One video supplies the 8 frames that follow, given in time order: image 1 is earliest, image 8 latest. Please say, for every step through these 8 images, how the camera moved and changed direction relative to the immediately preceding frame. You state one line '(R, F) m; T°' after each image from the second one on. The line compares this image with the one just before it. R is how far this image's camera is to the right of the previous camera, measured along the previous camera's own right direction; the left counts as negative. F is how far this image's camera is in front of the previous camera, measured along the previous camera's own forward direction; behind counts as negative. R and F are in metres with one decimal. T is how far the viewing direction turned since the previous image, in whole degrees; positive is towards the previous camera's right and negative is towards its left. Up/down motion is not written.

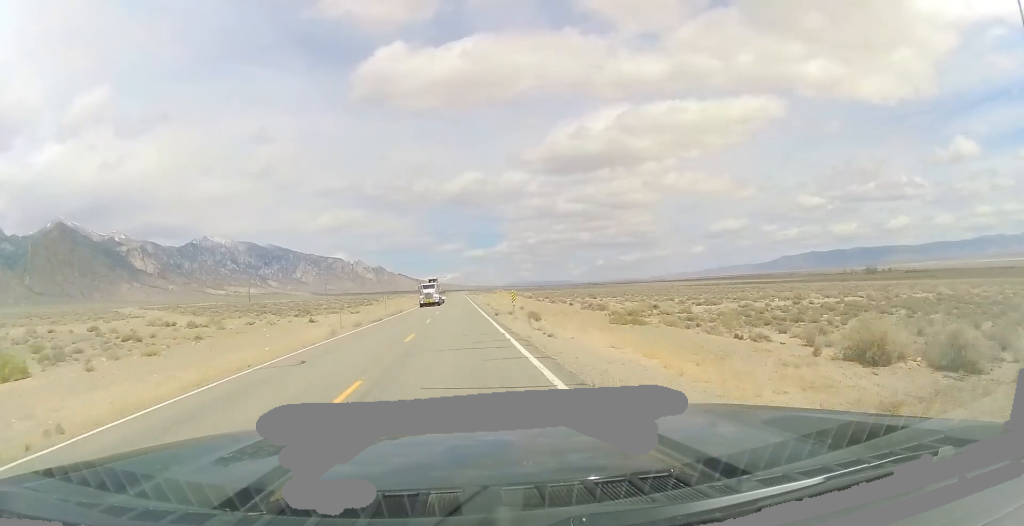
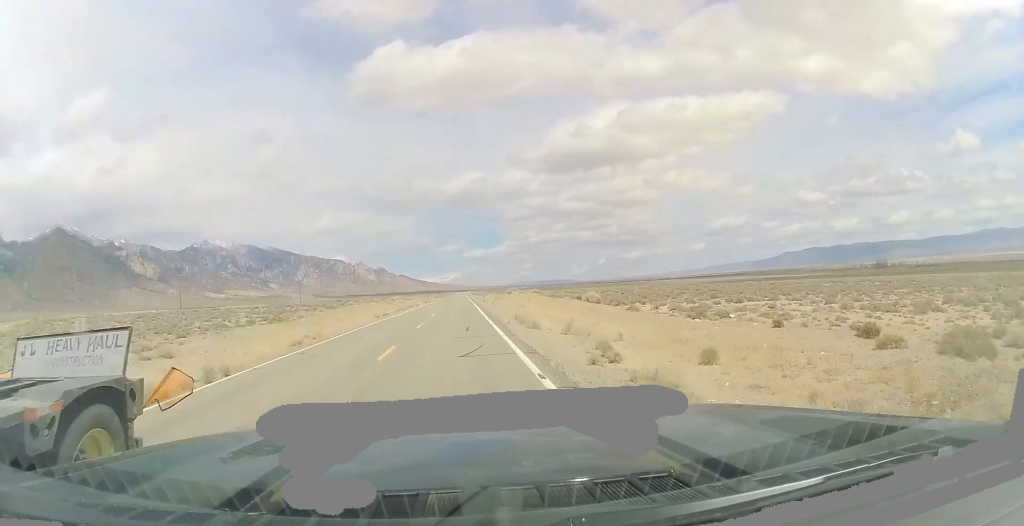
(-0.6, +41.2) m; -1°
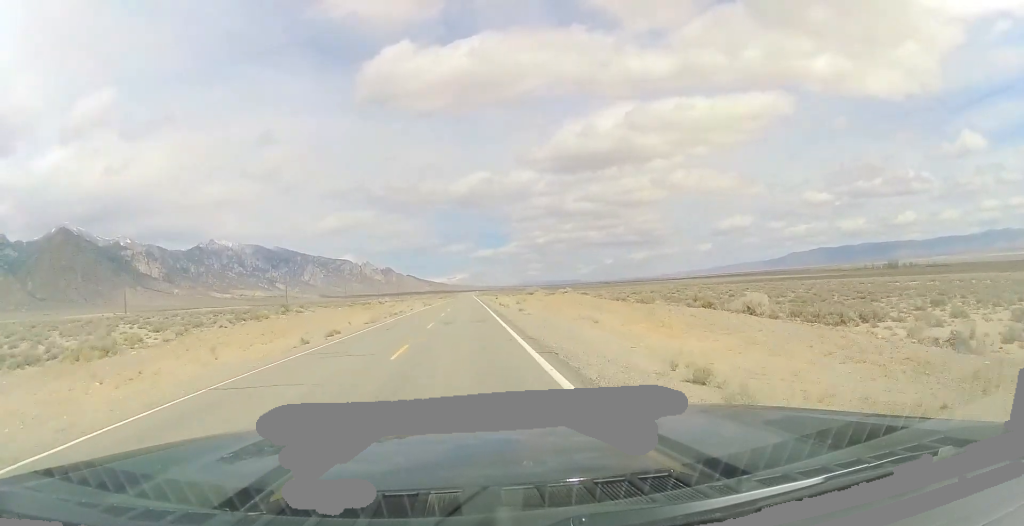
(0.0, +23.9) m; 0°
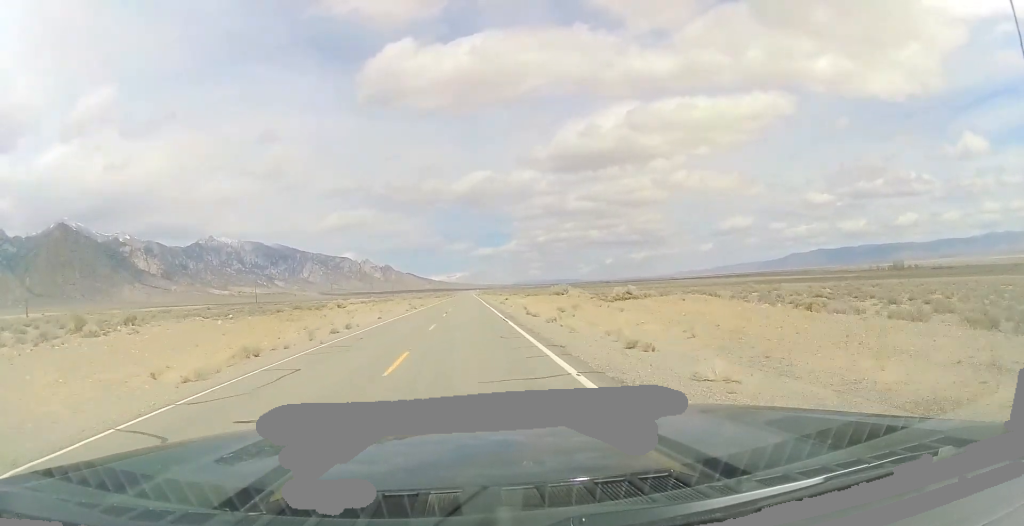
(-0.1, +27.0) m; 0°
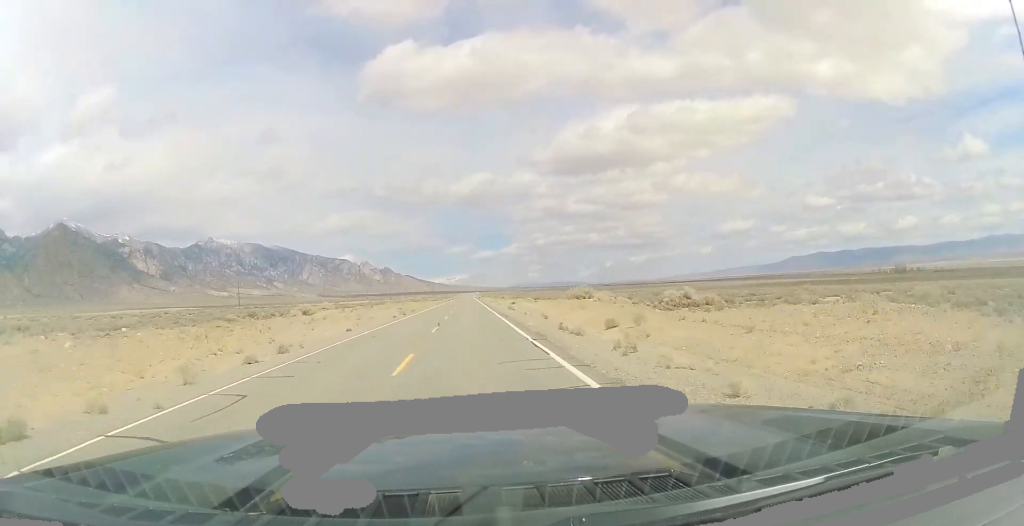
(0.0, +12.0) m; 0°
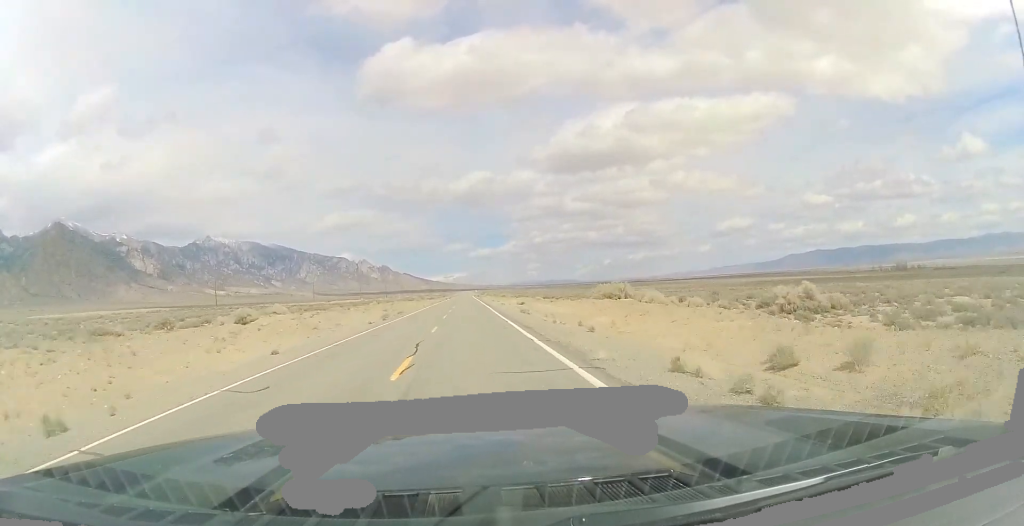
(0.0, +13.0) m; 0°
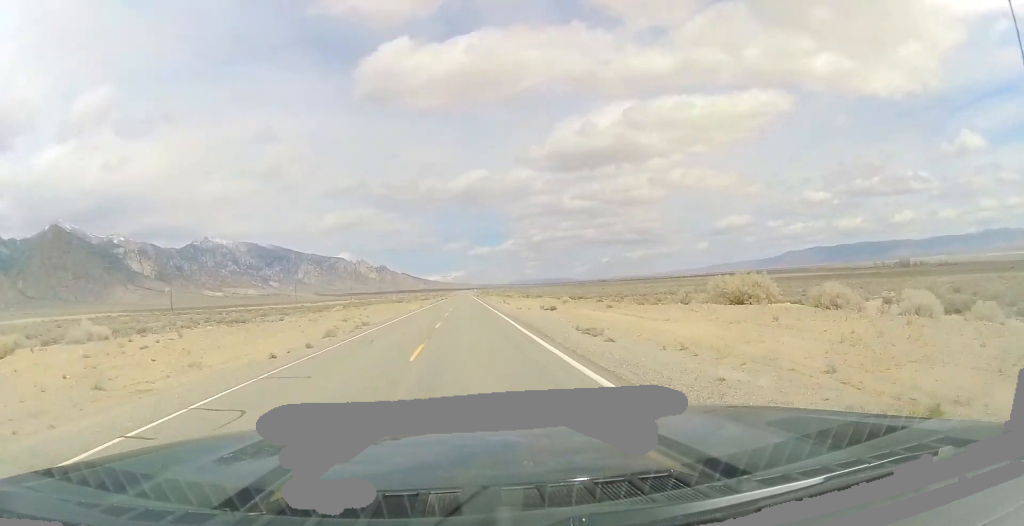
(+0.1, +20.9) m; 0°
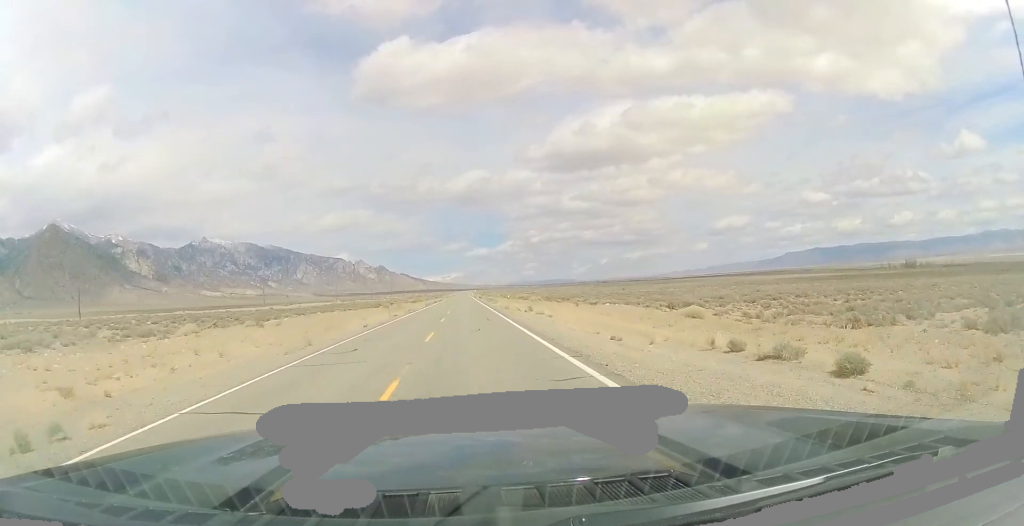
(0.0, +30.9) m; 0°
